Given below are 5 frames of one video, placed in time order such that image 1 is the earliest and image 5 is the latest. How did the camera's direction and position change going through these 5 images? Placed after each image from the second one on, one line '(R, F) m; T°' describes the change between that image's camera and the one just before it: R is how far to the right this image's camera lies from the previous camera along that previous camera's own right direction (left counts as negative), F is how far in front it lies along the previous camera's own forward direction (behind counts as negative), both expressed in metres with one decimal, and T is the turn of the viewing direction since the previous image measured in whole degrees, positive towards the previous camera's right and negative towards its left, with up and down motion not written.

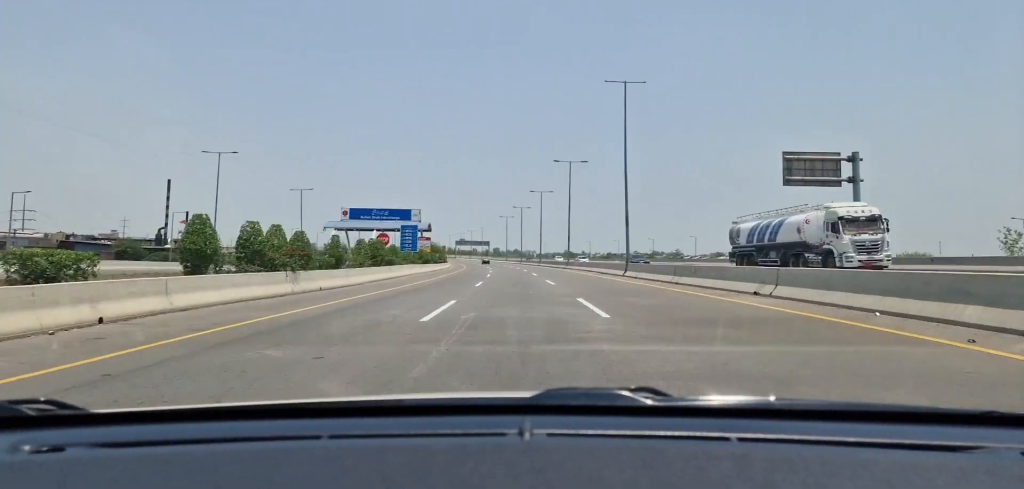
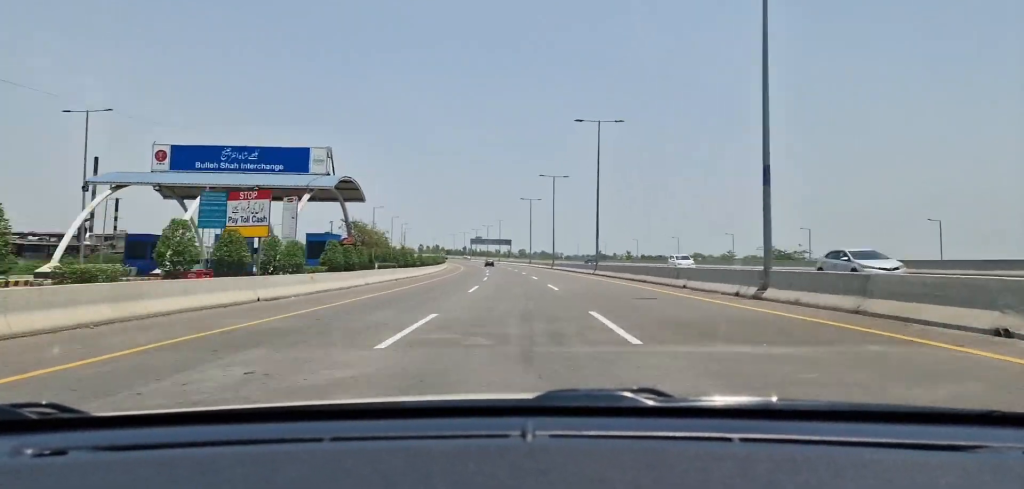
(-1.5, +57.8) m; -2°
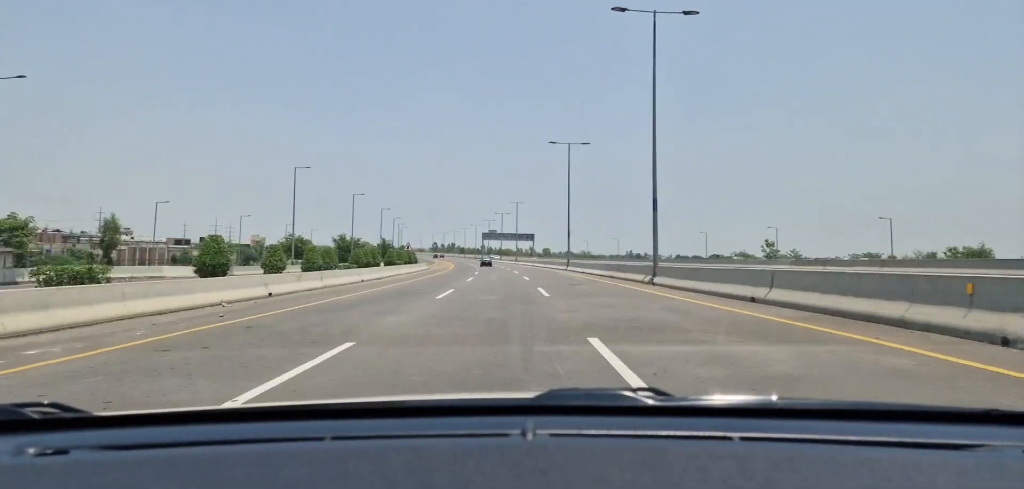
(-0.9, +60.2) m; -1°
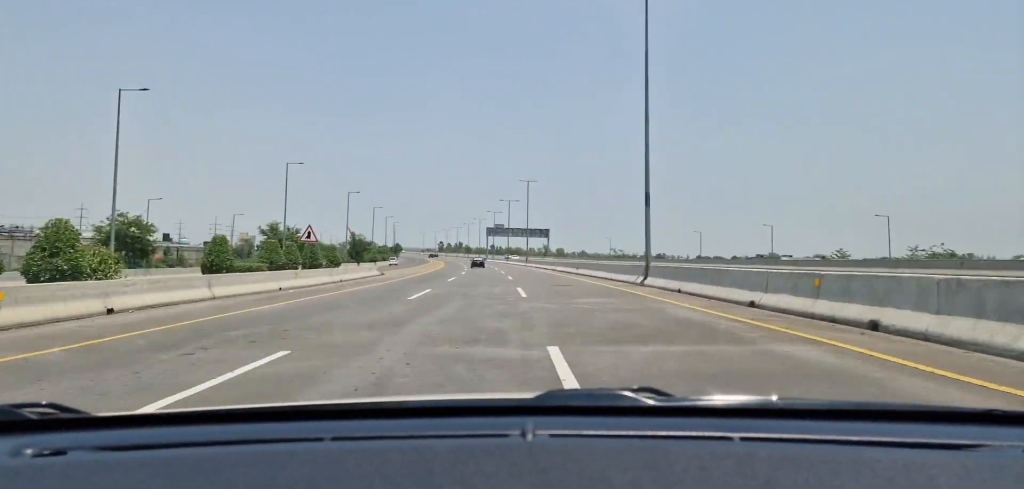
(-0.1, +37.9) m; -1°
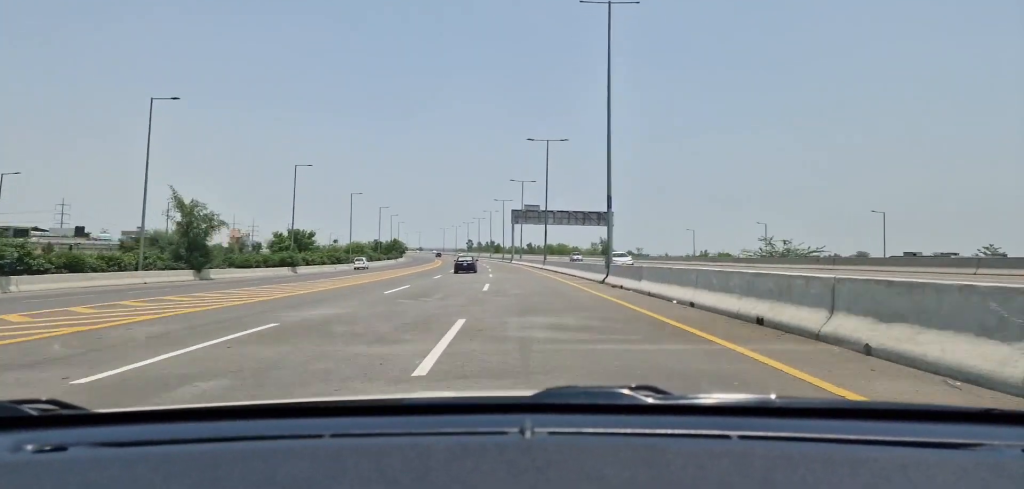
(-1.9, +66.7) m; -4°
